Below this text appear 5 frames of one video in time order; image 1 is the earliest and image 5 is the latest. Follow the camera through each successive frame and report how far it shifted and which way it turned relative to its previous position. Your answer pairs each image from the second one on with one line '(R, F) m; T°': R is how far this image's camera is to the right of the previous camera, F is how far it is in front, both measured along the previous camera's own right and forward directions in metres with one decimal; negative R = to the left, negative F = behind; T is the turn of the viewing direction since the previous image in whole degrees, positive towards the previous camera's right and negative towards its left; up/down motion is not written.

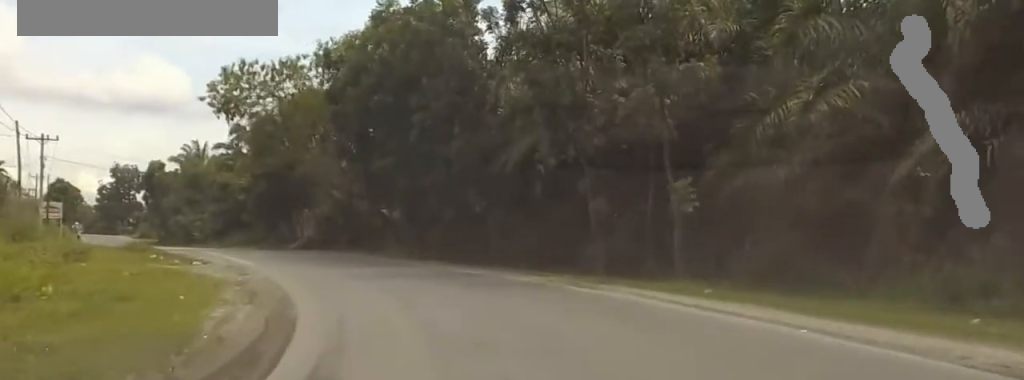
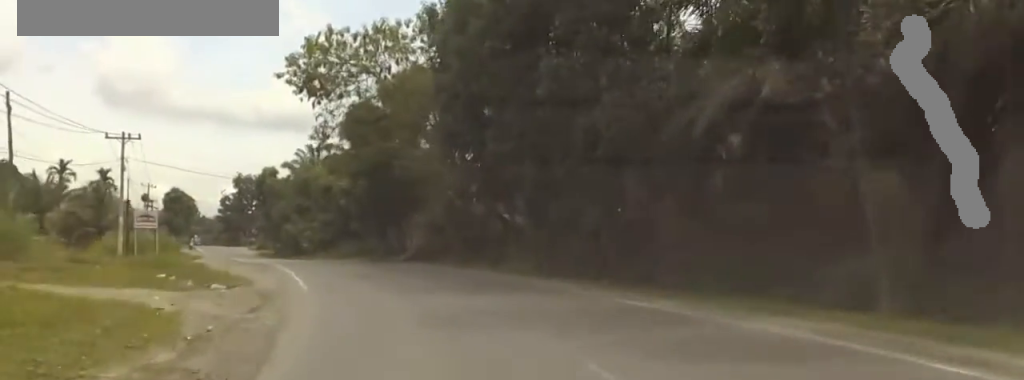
(-0.3, +13.9) m; -1°
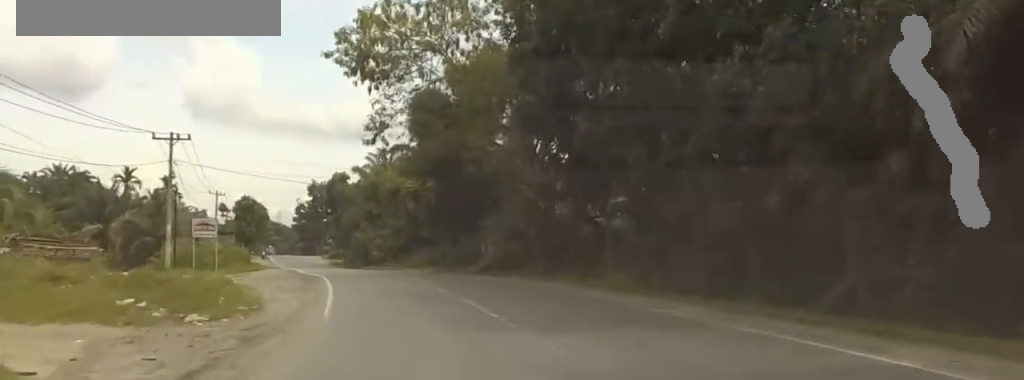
(0.0, +8.3) m; 0°
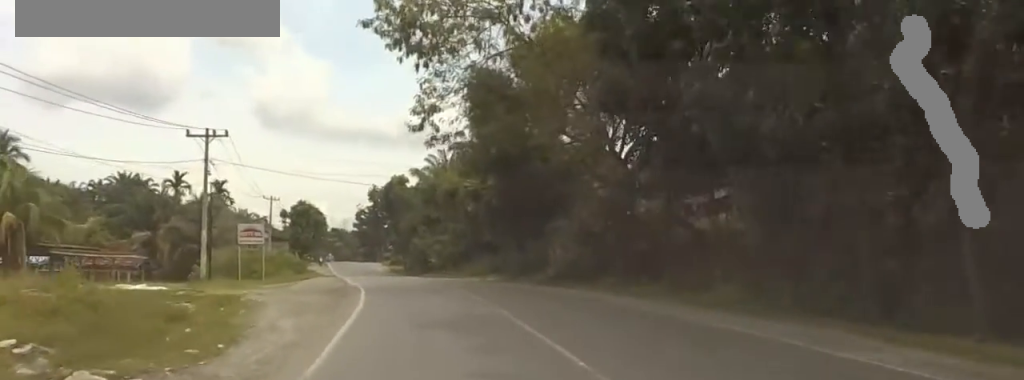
(0.0, +7.2) m; 0°
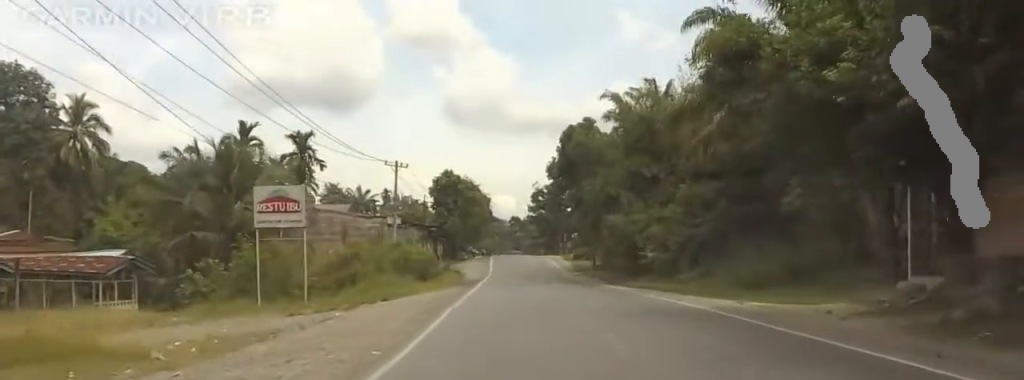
(-1.4, +41.0) m; +2°
